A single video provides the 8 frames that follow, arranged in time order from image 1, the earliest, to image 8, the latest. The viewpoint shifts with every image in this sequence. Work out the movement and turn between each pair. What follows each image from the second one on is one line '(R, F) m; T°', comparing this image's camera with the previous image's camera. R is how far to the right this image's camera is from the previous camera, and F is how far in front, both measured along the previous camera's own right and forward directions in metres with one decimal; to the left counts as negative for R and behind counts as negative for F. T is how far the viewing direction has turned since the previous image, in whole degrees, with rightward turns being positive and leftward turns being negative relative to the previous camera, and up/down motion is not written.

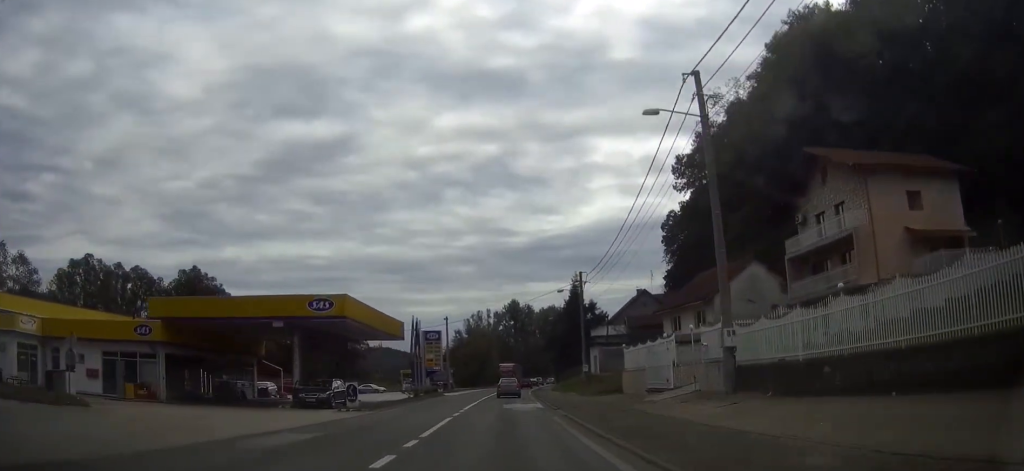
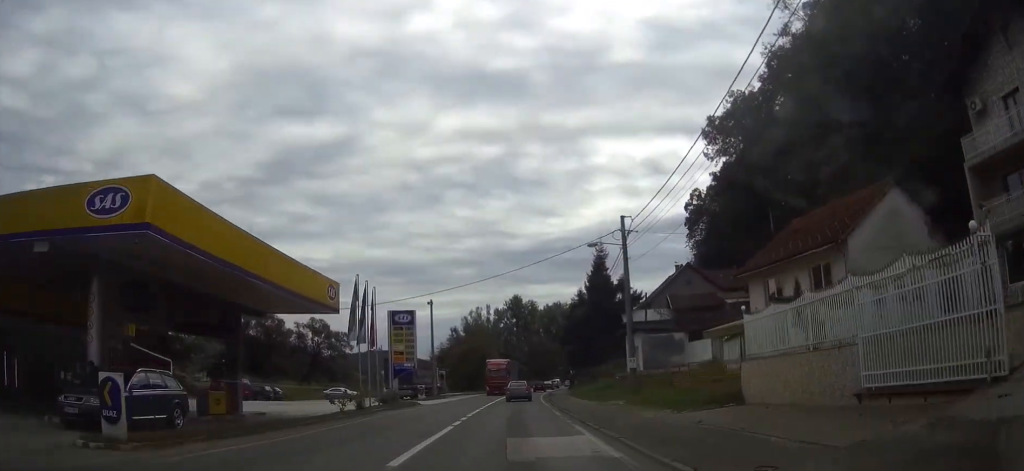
(-0.1, +20.8) m; 0°
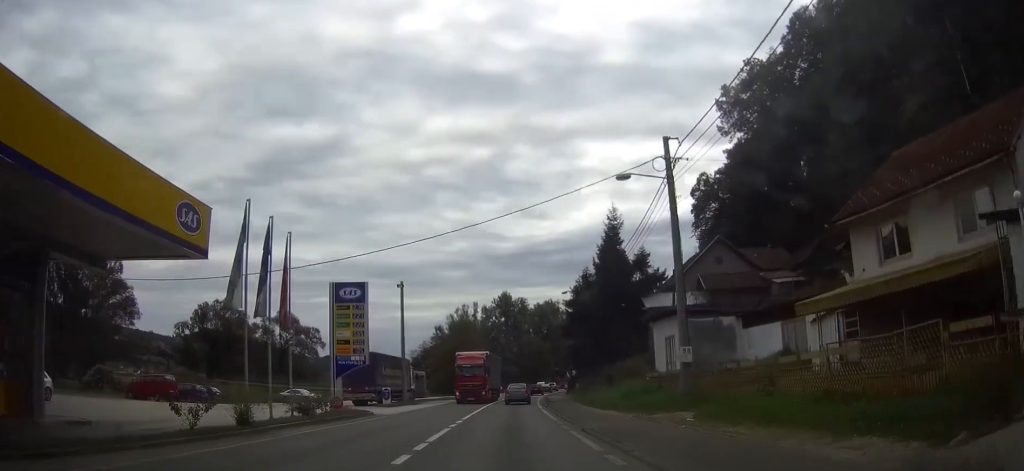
(+0.1, +13.2) m; +1°
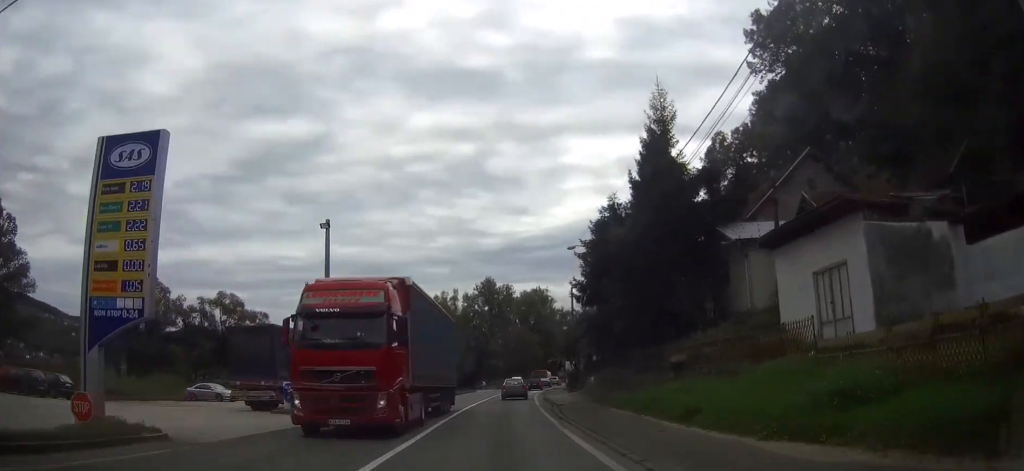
(+0.2, +19.9) m; +1°
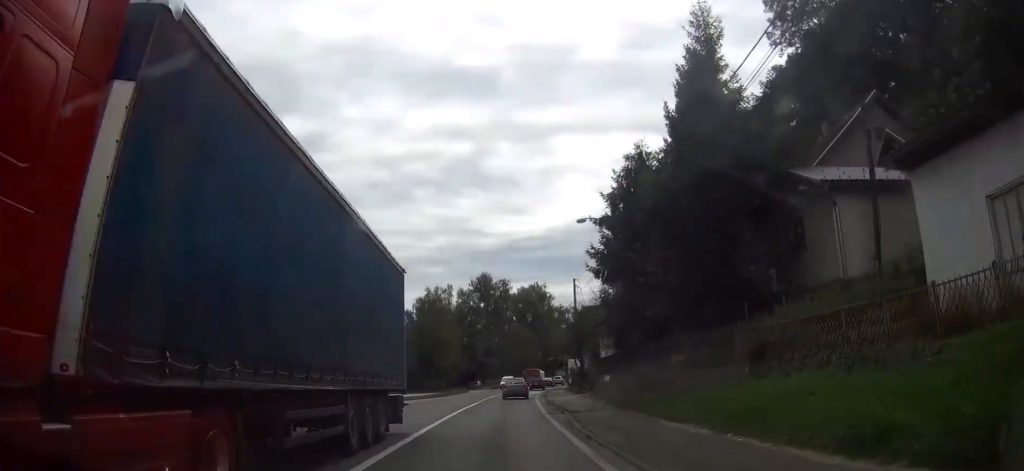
(0.0, +7.9) m; 0°
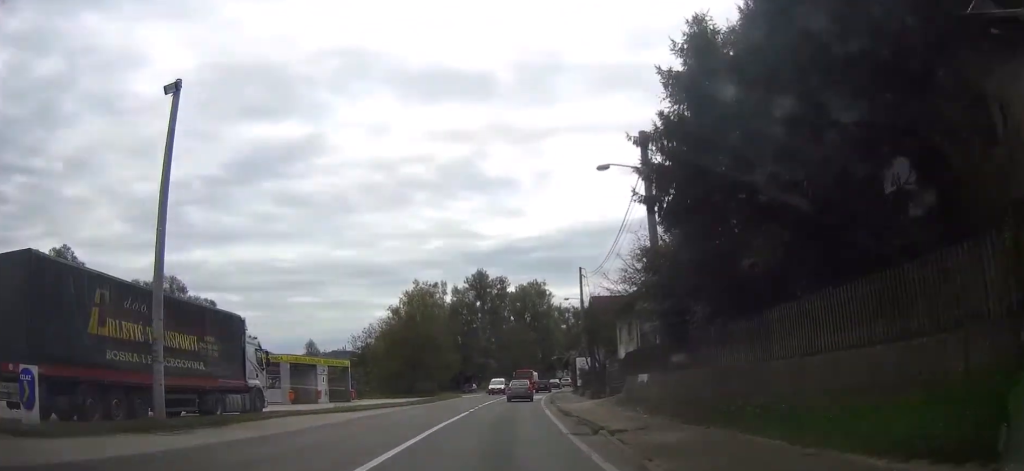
(0.0, +10.0) m; 0°
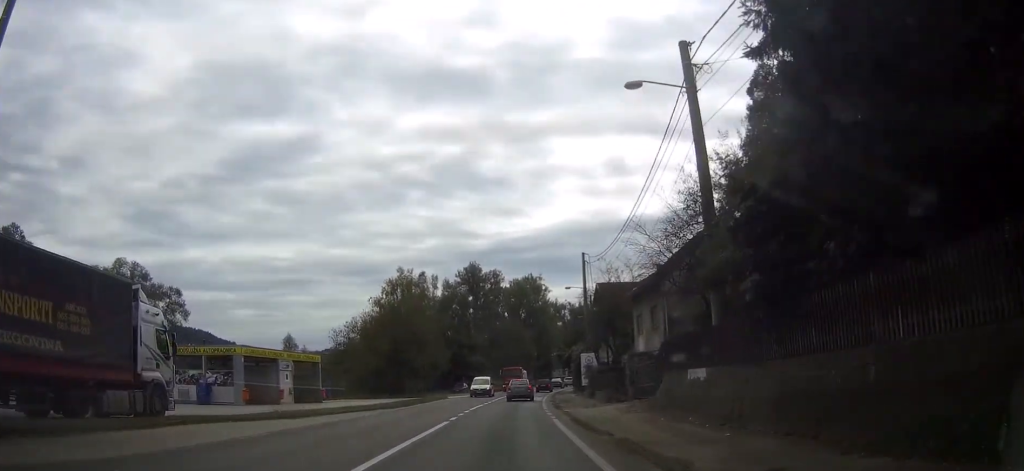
(+0.1, +8.9) m; 0°
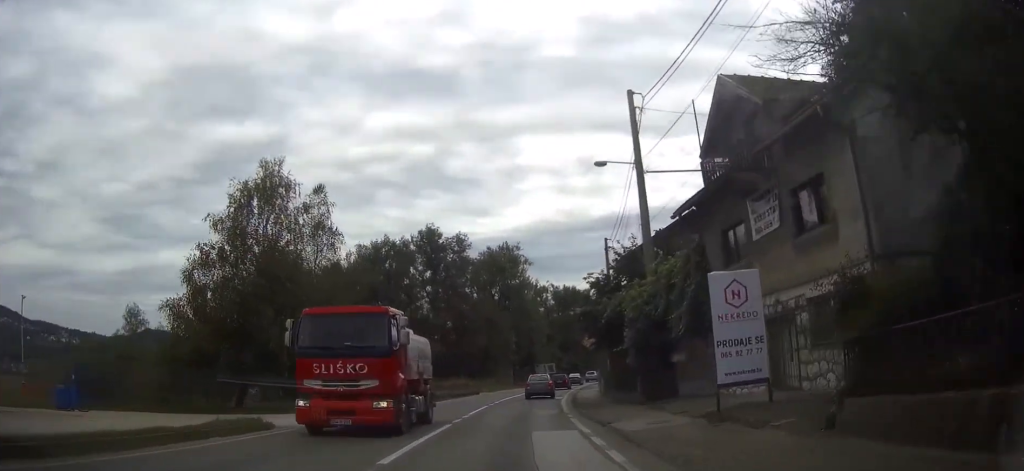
(+0.6, +39.1) m; +2°
